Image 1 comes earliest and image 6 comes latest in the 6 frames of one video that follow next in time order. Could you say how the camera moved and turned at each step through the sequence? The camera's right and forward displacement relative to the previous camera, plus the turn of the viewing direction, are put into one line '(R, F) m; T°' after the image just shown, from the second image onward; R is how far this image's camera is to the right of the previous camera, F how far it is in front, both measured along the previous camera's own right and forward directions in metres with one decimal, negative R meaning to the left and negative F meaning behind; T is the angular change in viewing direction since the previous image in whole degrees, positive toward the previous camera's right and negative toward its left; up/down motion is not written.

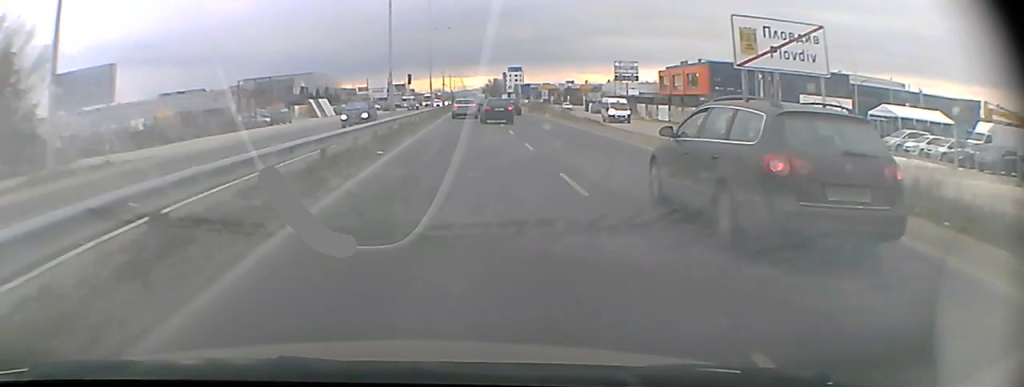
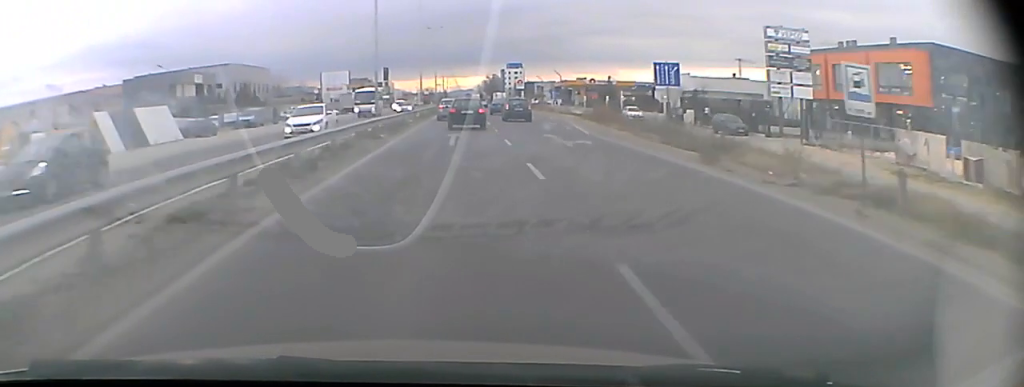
(+0.1, +60.6) m; 0°
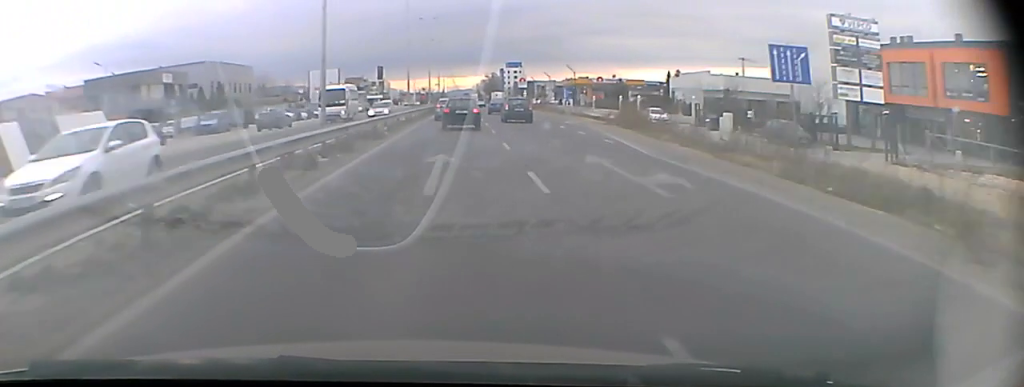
(0.0, +10.7) m; 0°
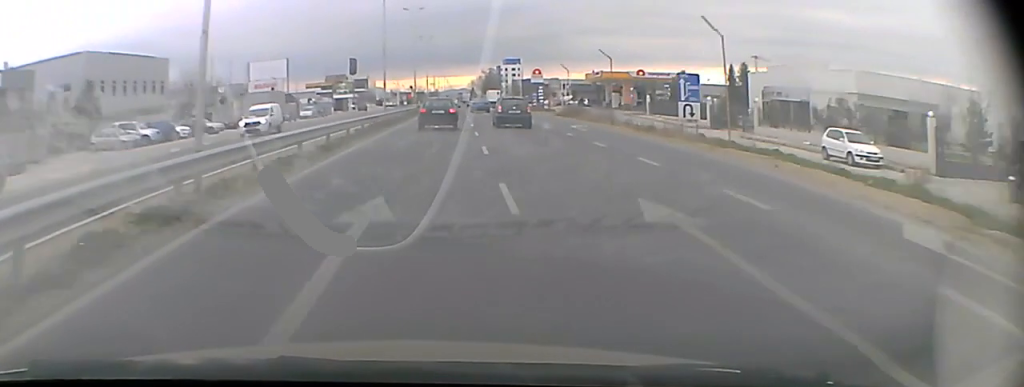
(0.0, +37.9) m; 0°
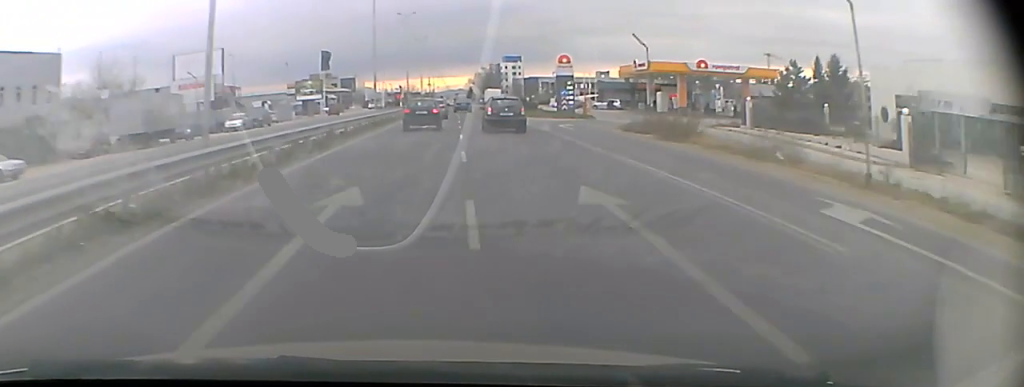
(0.0, +28.9) m; 0°
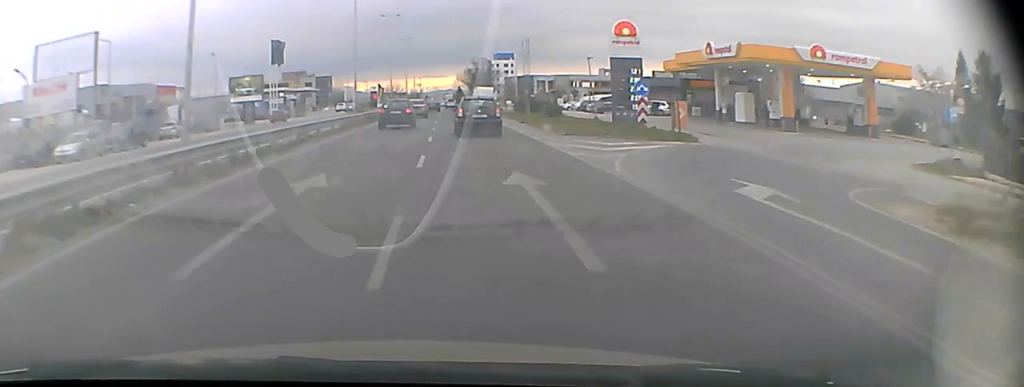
(0.0, +28.3) m; 0°
